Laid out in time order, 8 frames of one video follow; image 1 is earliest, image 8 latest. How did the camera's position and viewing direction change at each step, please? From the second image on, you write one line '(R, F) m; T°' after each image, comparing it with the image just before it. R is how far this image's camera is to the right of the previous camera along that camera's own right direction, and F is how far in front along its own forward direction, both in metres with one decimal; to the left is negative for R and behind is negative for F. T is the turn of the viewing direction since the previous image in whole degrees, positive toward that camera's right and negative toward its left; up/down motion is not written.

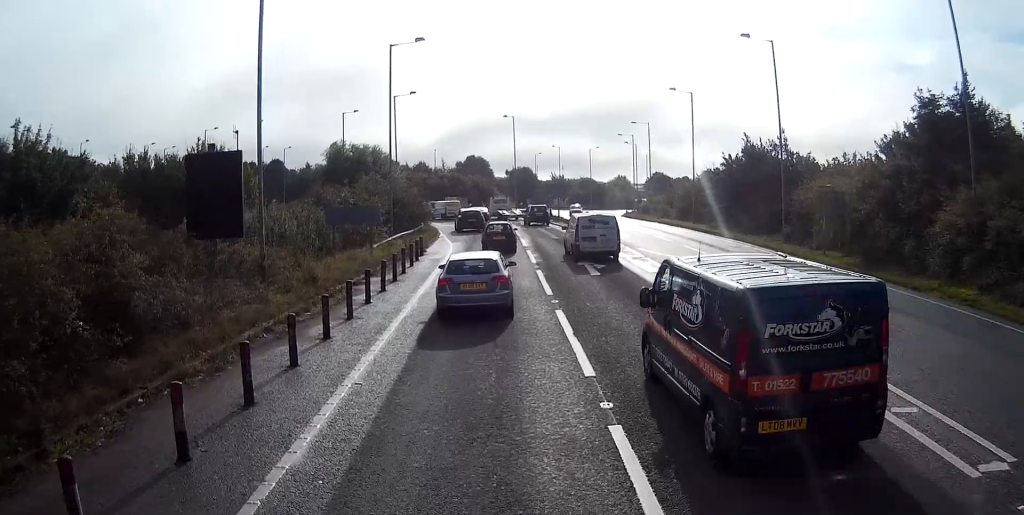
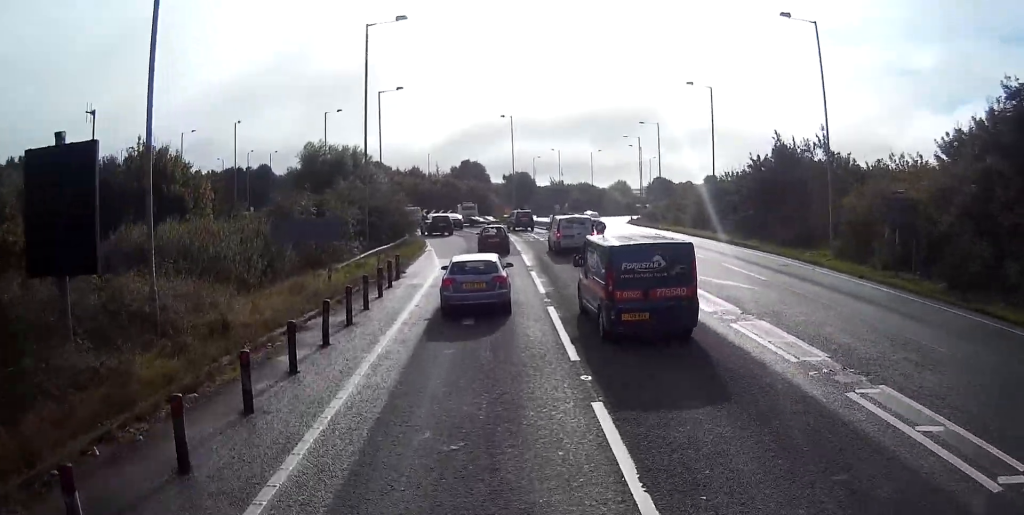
(0.0, +7.6) m; 0°
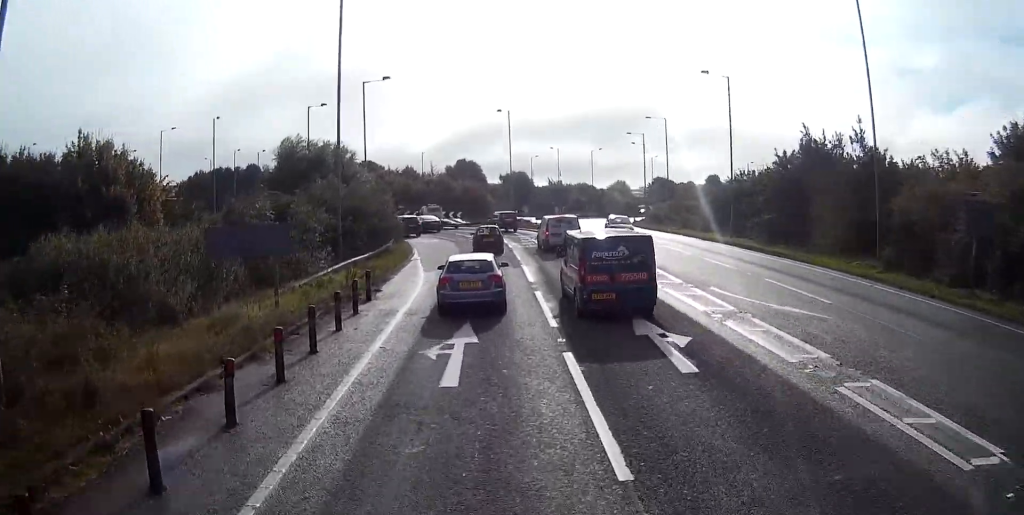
(0.0, +5.8) m; 0°
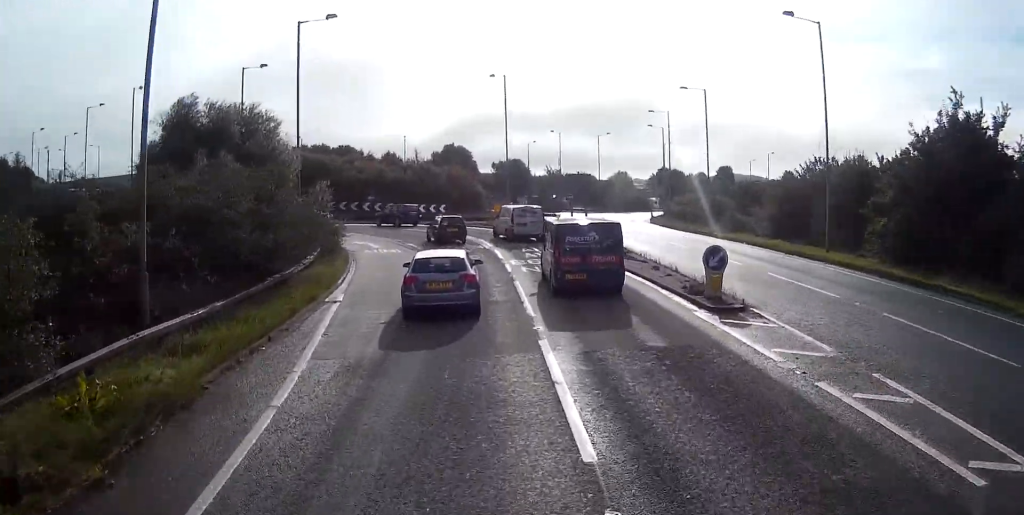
(0.0, +17.7) m; 0°
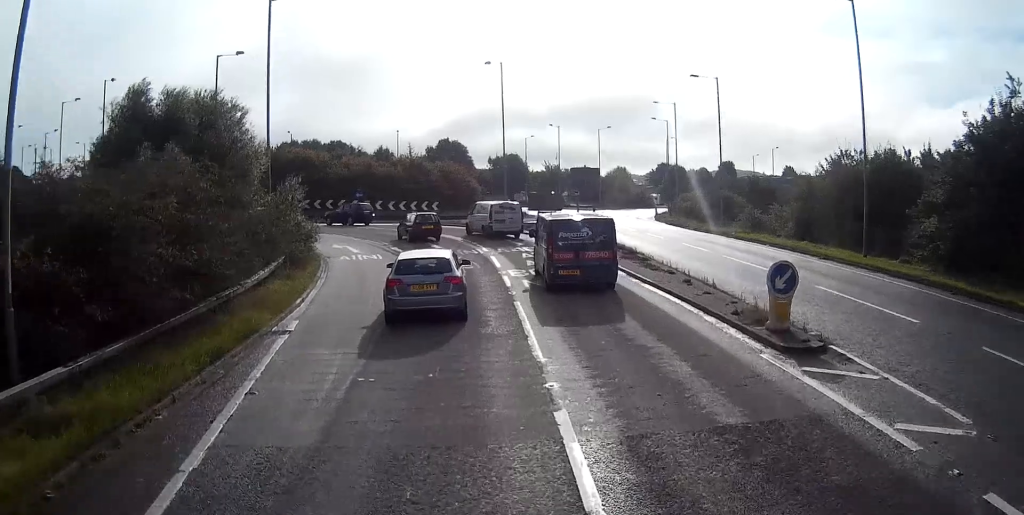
(0.0, +4.5) m; -1°
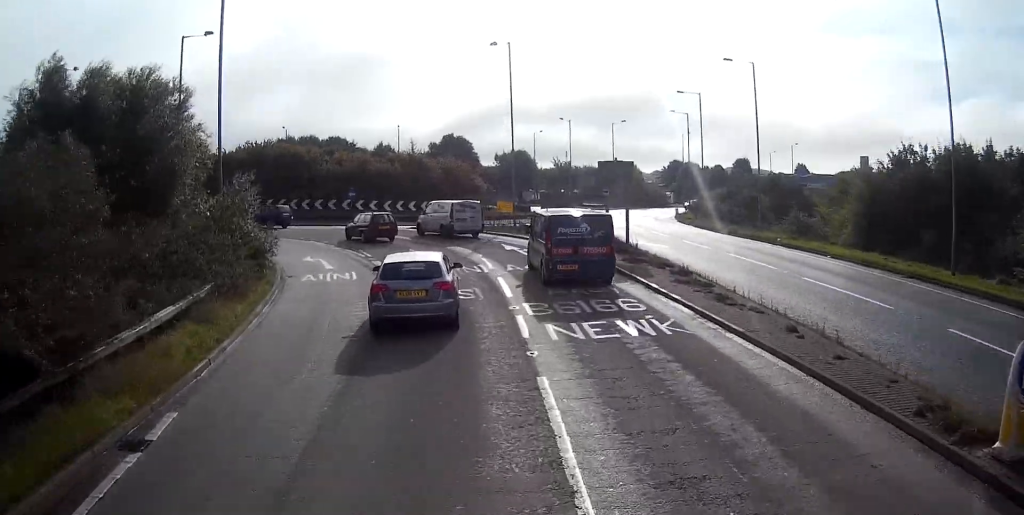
(0.0, +7.0) m; -2°
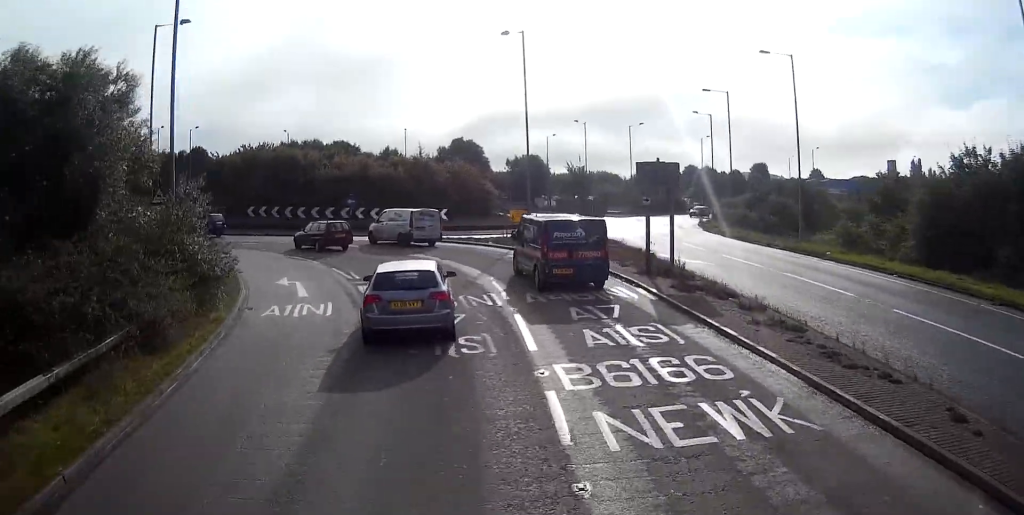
(-0.2, +5.4) m; -2°
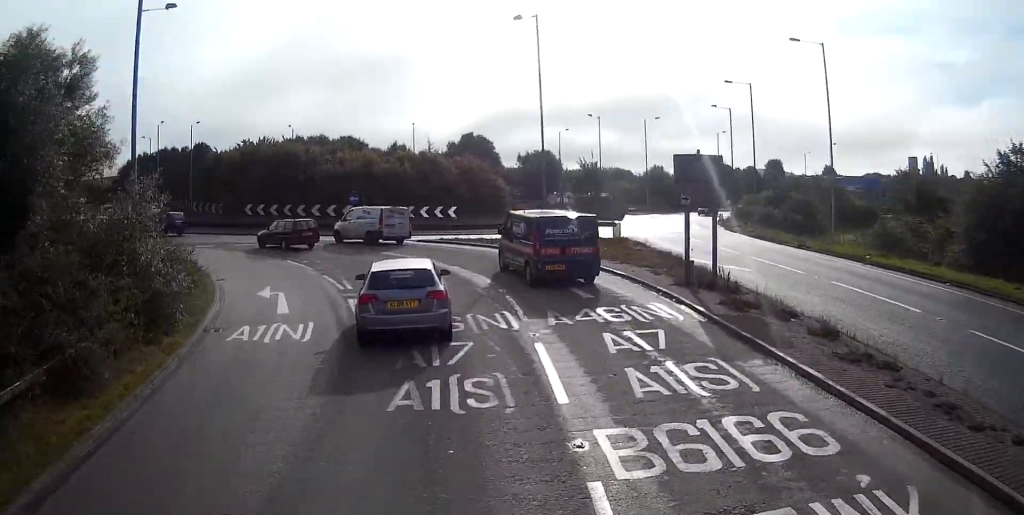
(0.0, +3.3) m; 0°
